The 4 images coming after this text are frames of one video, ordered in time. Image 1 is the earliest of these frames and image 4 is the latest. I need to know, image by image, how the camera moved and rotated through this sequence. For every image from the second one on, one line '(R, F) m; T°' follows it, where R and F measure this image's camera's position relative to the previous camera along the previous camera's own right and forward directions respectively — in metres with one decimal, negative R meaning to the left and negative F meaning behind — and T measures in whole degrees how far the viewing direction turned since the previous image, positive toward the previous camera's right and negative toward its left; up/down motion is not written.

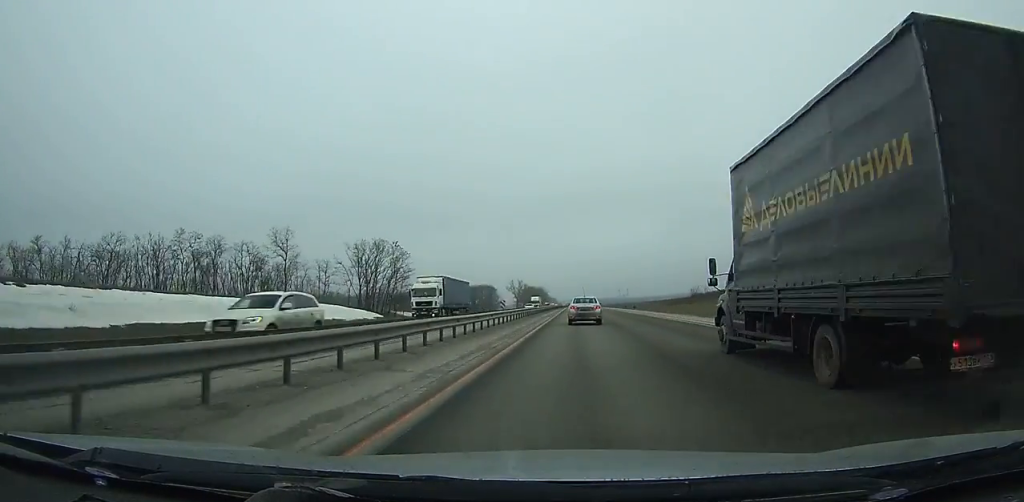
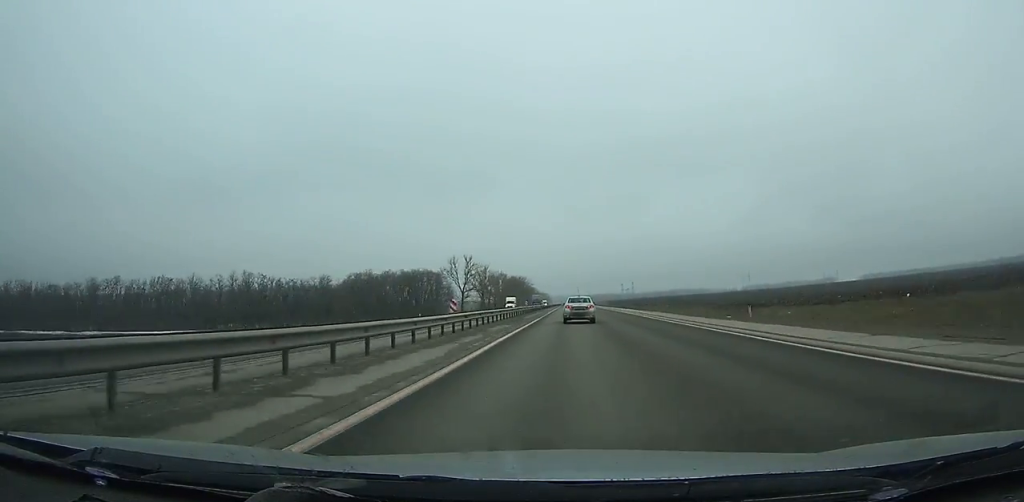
(+0.5, +131.2) m; +1°
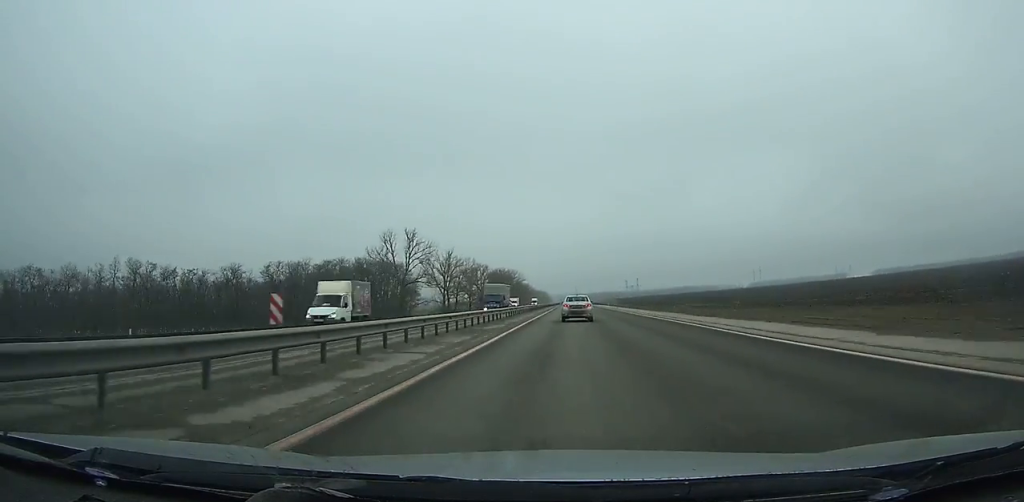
(+0.2, +53.7) m; 0°
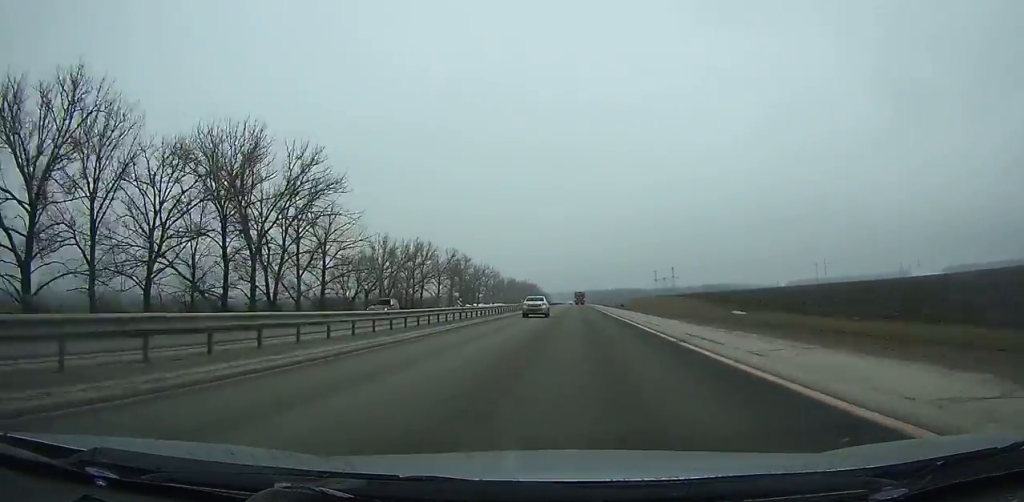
(-0.2, +209.4) m; -1°
